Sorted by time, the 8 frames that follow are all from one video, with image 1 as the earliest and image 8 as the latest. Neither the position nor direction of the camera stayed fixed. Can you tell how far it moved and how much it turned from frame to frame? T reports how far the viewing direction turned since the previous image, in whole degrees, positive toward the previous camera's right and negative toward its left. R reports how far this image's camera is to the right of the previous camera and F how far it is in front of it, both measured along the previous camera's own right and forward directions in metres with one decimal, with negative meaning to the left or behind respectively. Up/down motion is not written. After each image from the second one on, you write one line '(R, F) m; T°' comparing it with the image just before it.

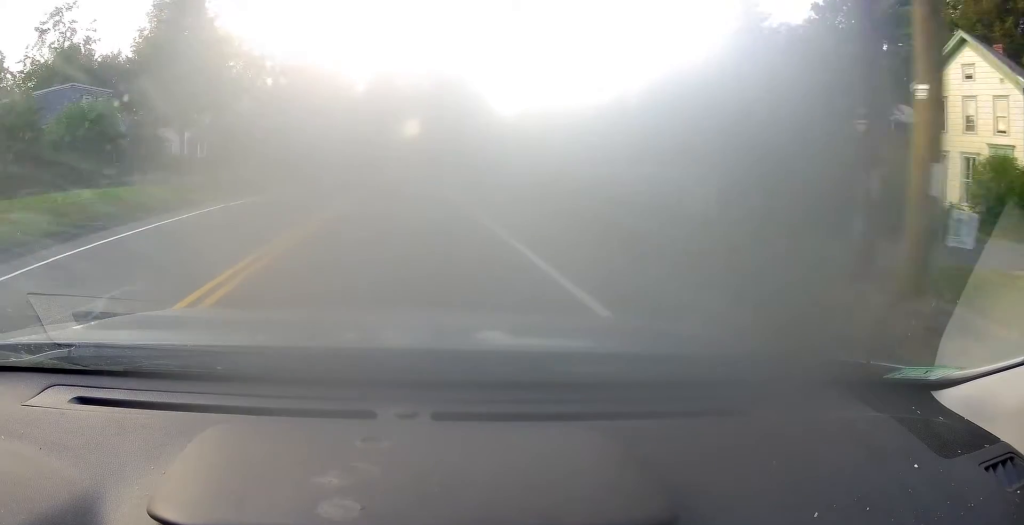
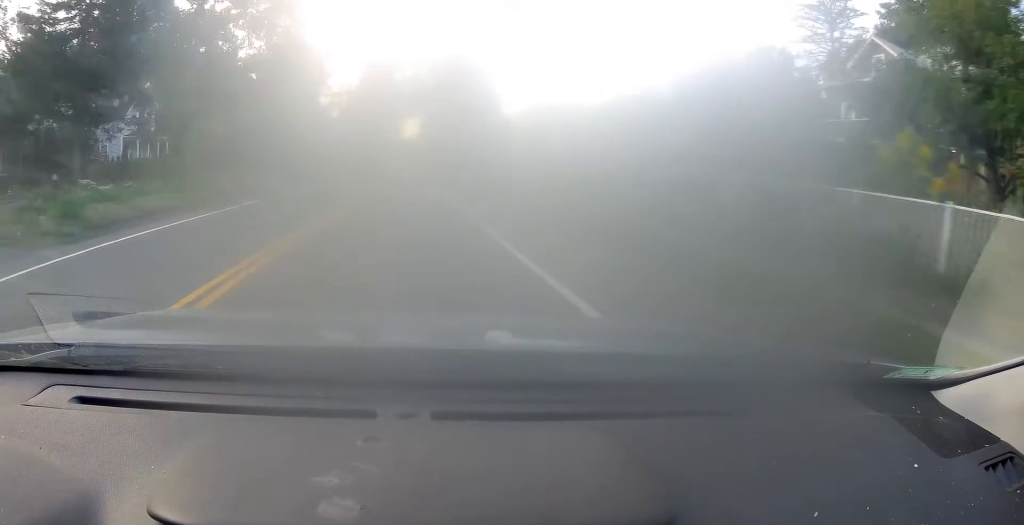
(0.0, +13.6) m; 0°
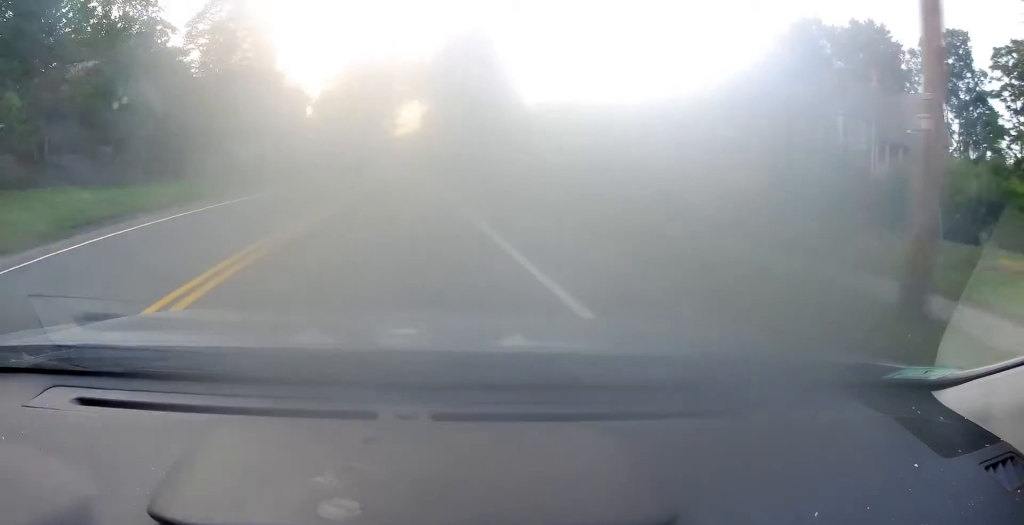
(0.0, +23.3) m; +1°
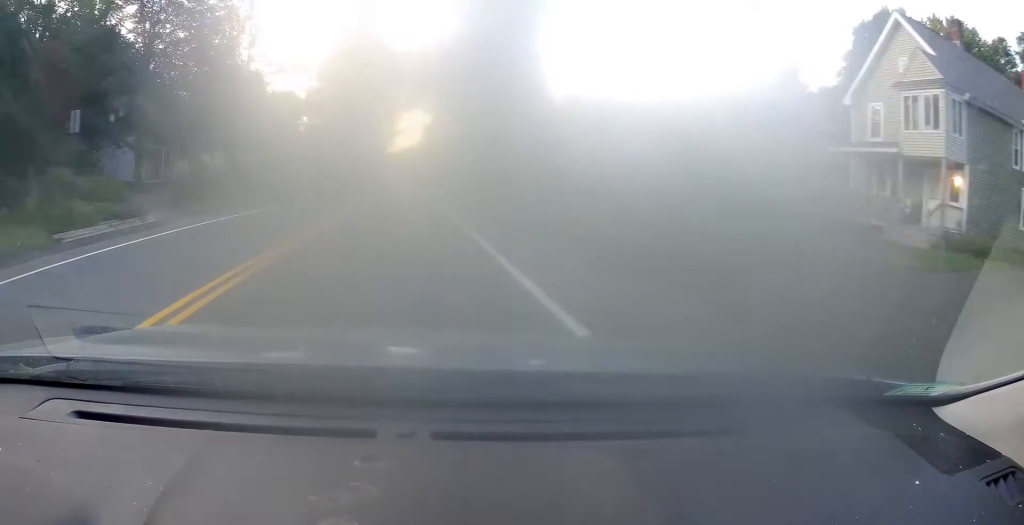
(+0.1, +14.5) m; 0°
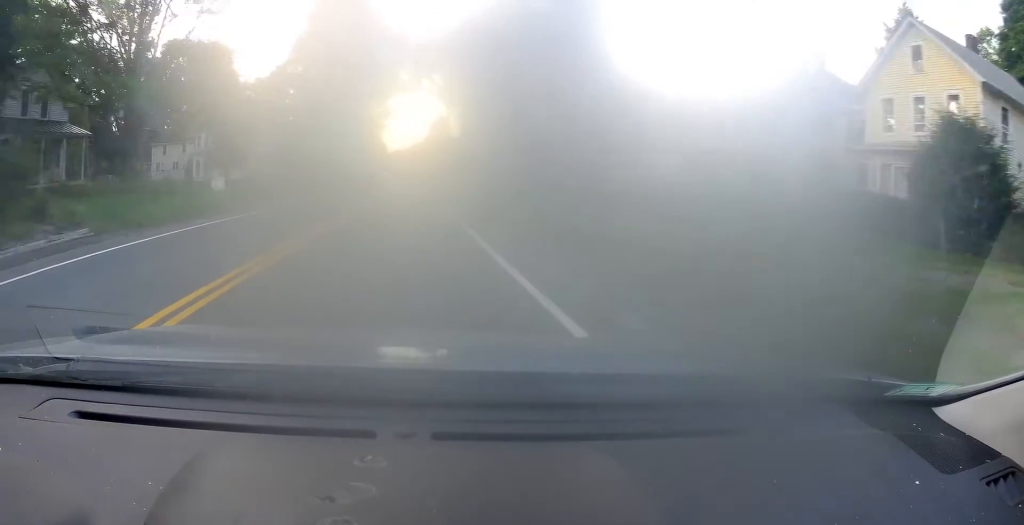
(0.0, +19.2) m; 0°
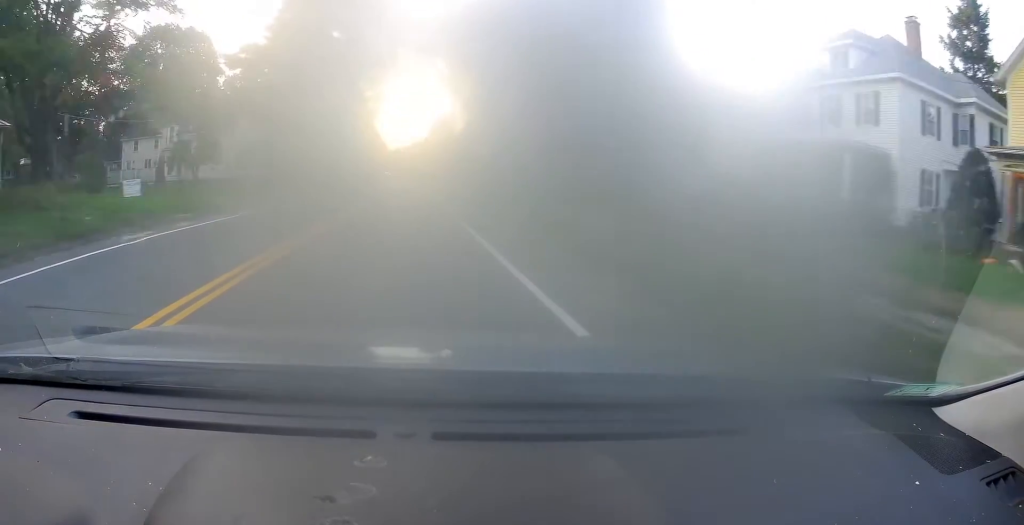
(-0.1, +8.2) m; 0°
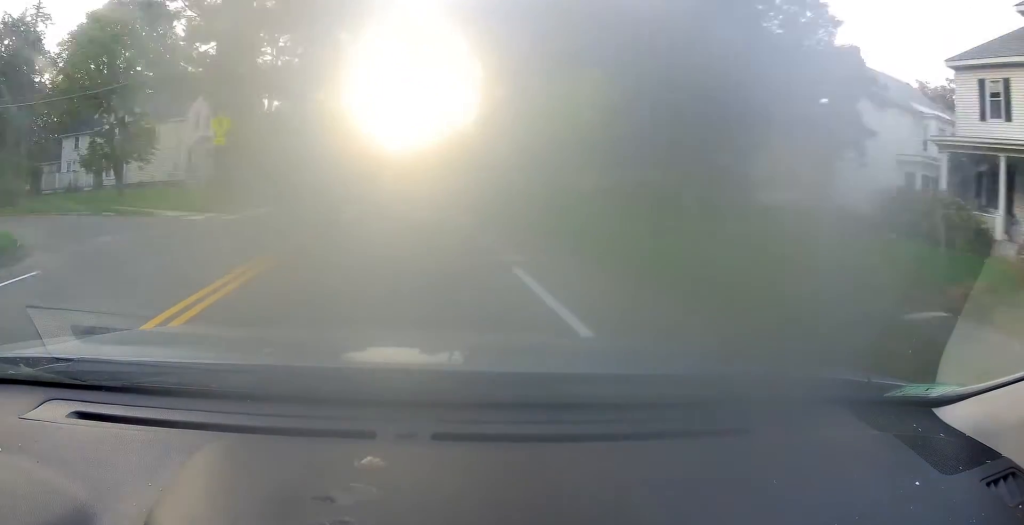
(+0.1, +12.7) m; 0°
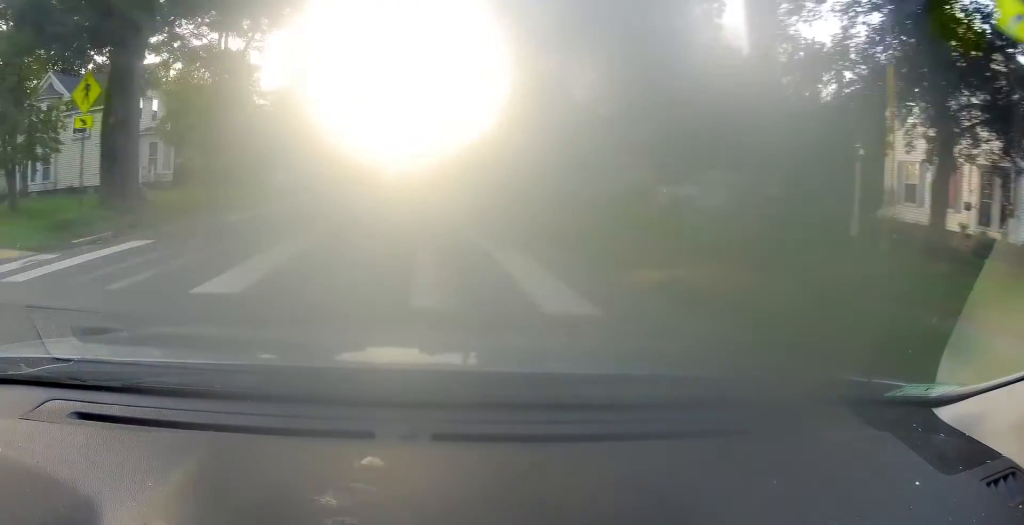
(+0.2, +10.5) m; 0°
